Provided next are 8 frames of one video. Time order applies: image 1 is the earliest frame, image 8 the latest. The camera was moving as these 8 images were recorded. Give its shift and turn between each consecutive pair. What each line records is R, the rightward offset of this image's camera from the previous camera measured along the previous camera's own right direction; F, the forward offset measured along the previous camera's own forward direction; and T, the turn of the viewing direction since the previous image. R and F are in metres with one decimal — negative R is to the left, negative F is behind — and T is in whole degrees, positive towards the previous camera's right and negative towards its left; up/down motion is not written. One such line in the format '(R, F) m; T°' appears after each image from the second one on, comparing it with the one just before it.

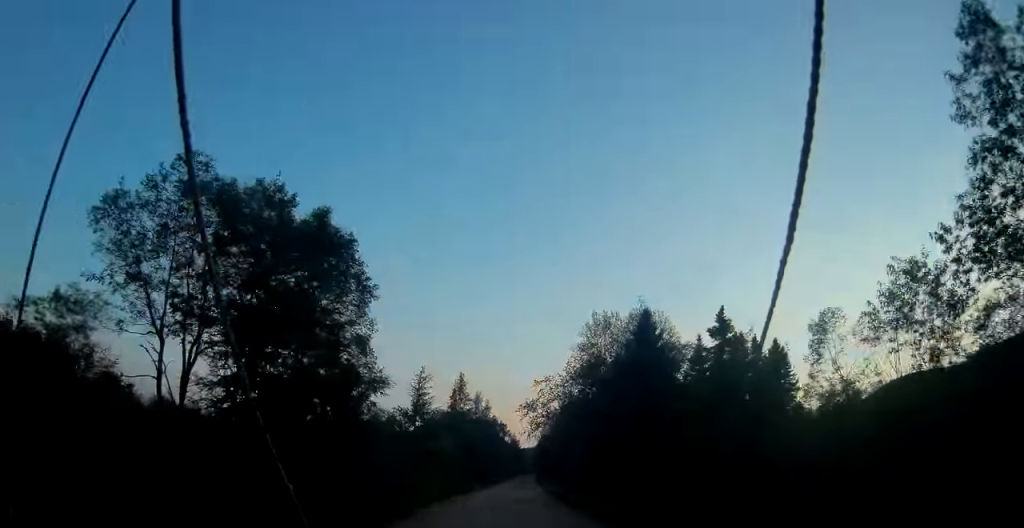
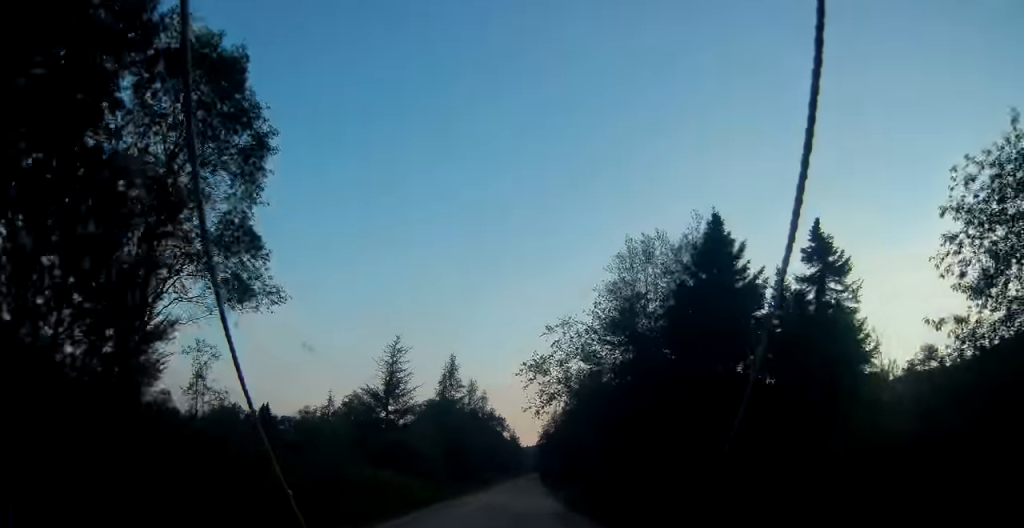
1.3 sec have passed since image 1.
(-0.1, +12.9) m; -2°
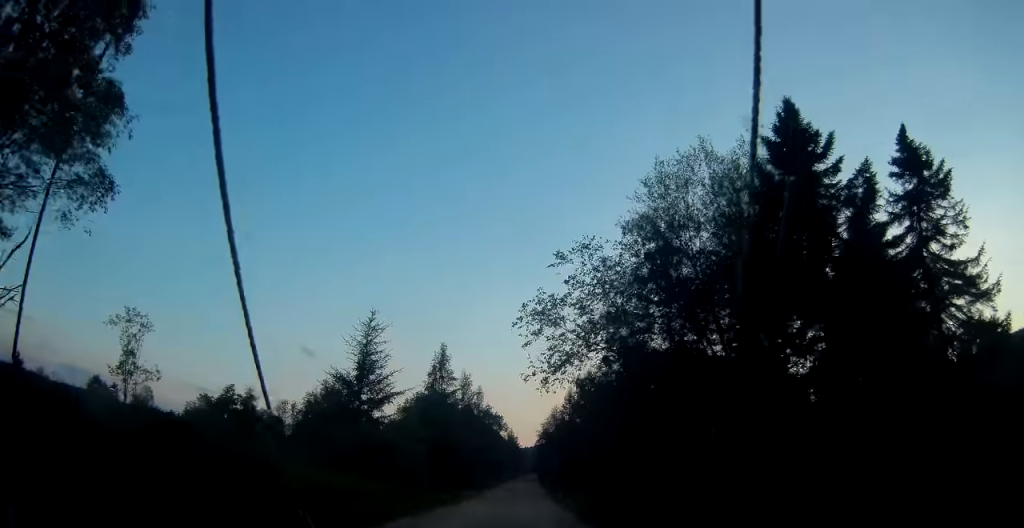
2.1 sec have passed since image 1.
(-0.2, +7.6) m; 0°
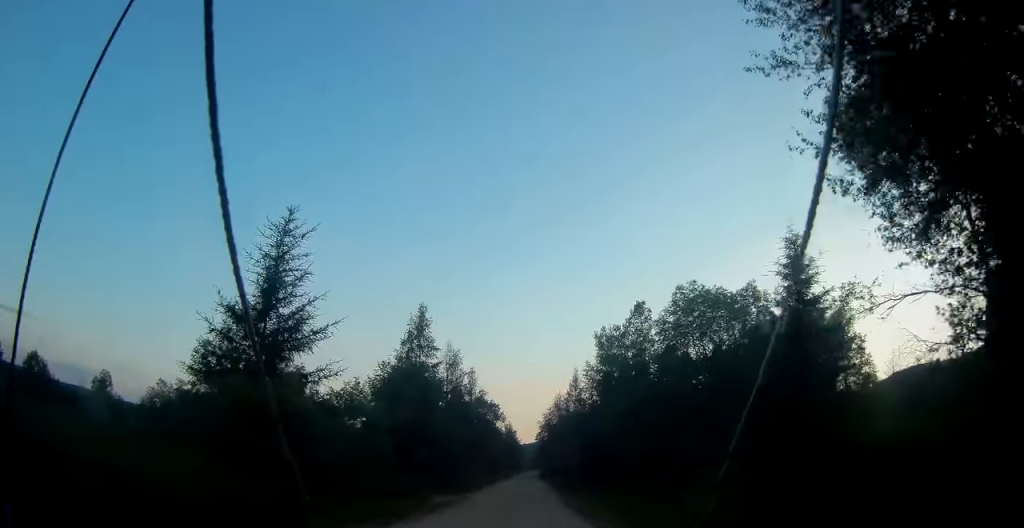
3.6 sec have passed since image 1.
(+0.3, +15.5) m; +2°
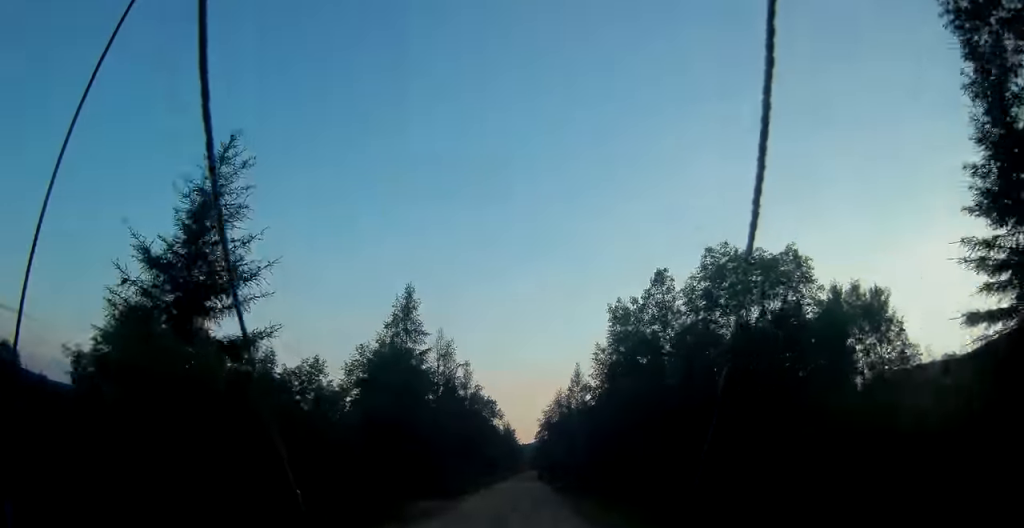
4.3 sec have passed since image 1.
(0.0, +6.2) m; +1°
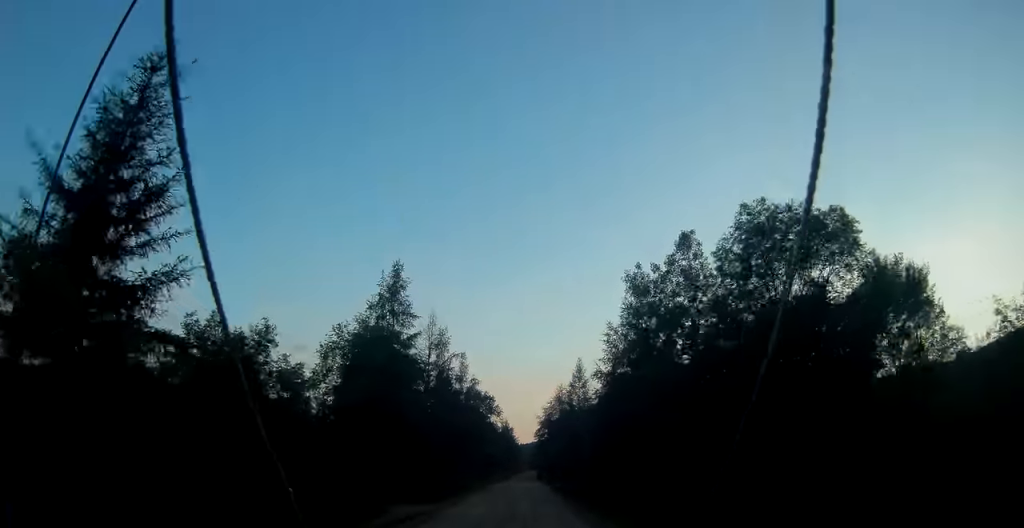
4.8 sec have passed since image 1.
(+0.1, +5.3) m; 0°
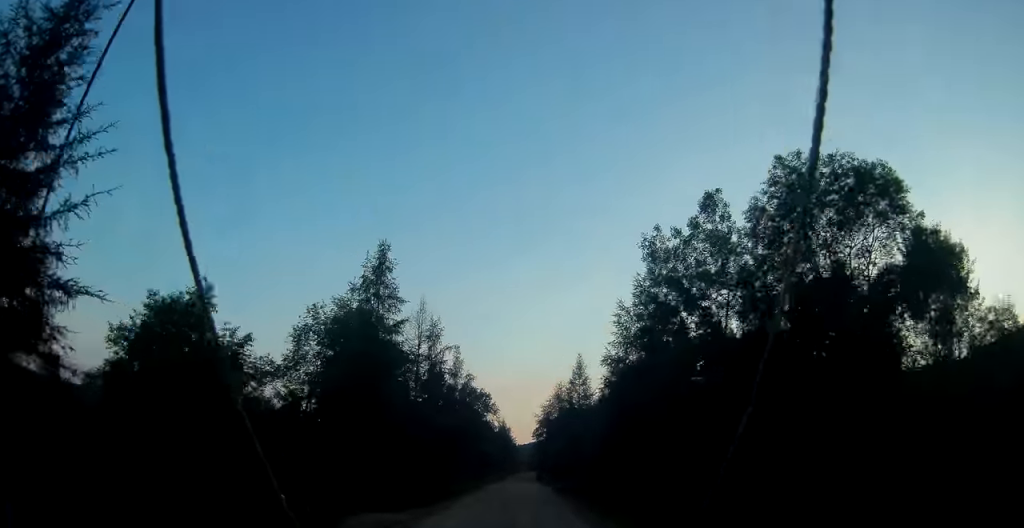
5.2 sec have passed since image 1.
(+0.1, +4.3) m; 0°
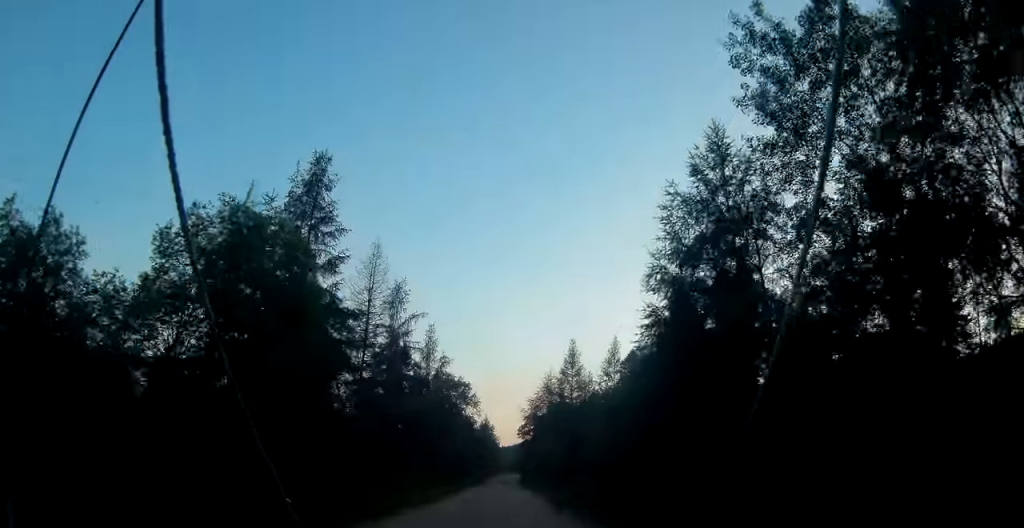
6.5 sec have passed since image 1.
(-0.2, +12.3) m; 0°
